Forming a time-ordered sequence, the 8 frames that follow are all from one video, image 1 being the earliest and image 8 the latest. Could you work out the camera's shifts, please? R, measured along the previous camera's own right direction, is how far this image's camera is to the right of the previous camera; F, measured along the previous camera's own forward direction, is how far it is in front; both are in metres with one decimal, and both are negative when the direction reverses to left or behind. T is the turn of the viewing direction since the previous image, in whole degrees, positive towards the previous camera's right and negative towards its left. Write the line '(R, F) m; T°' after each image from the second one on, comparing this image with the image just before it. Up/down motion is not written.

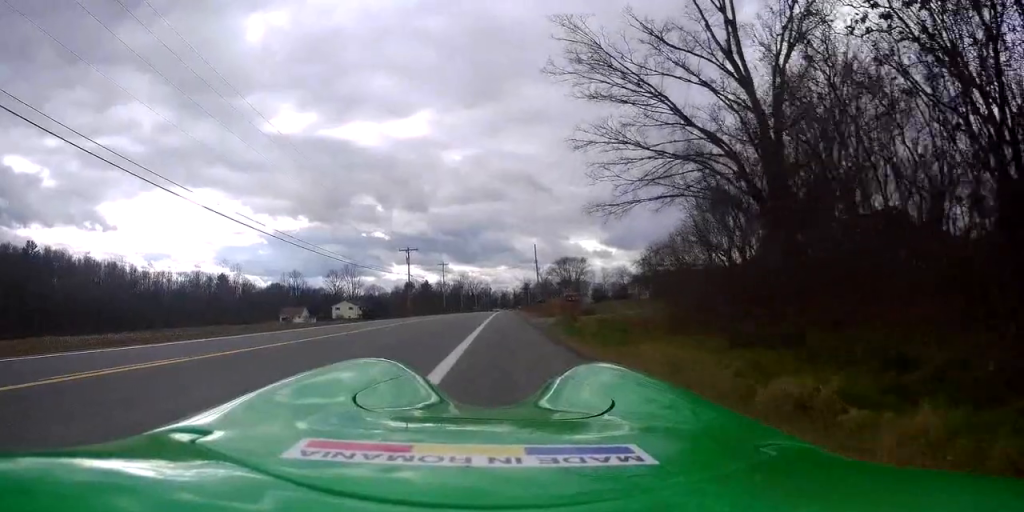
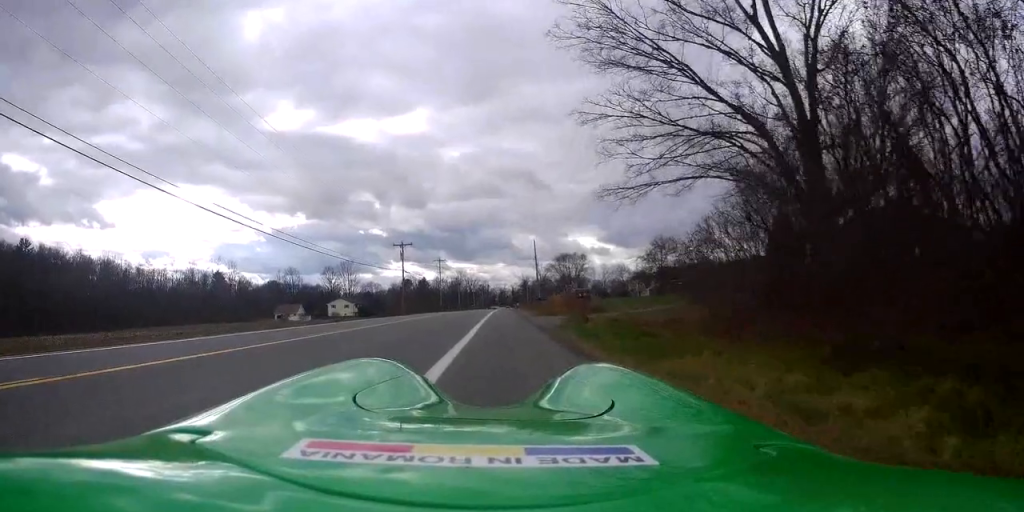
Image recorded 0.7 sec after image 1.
(0.0, +3.0) m; +1°
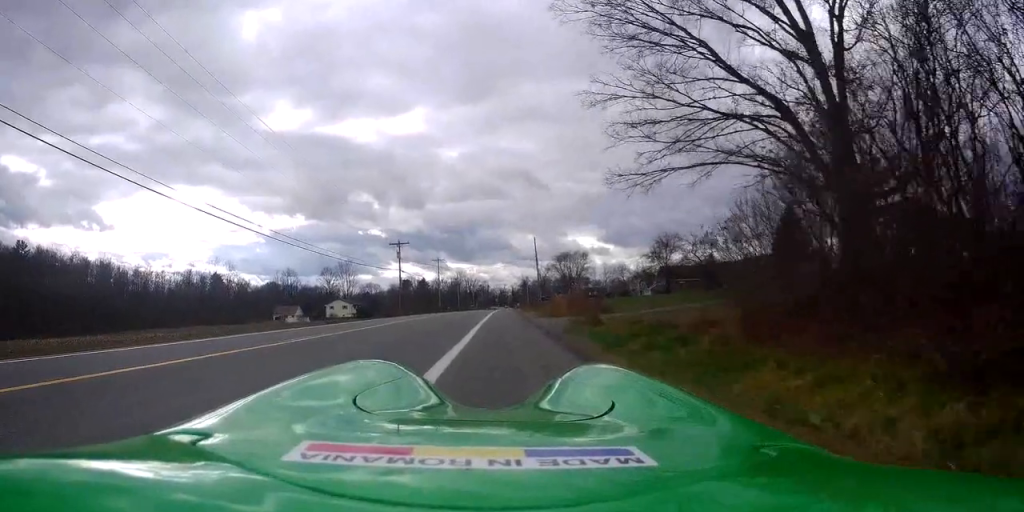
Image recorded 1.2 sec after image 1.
(0.0, +2.0) m; +1°
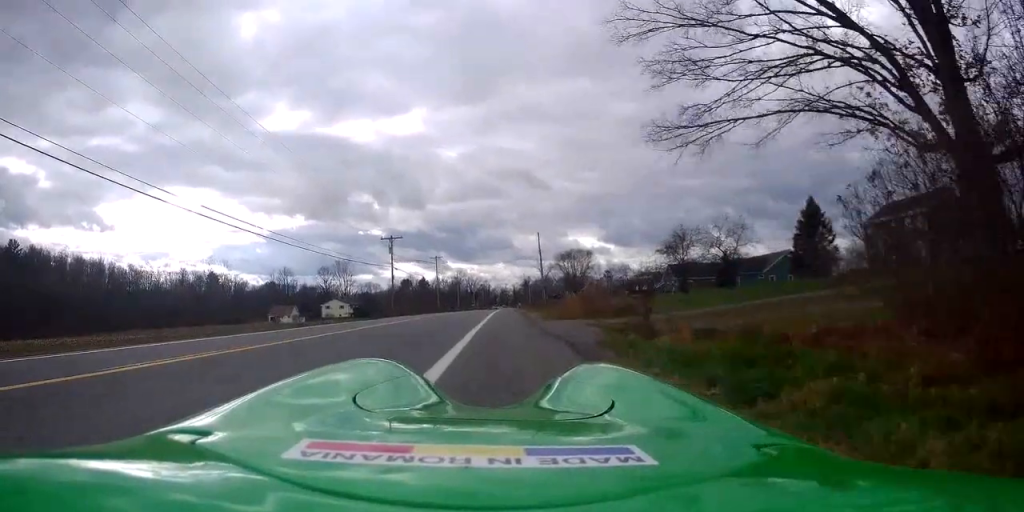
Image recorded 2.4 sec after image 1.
(0.0, +5.3) m; 0°
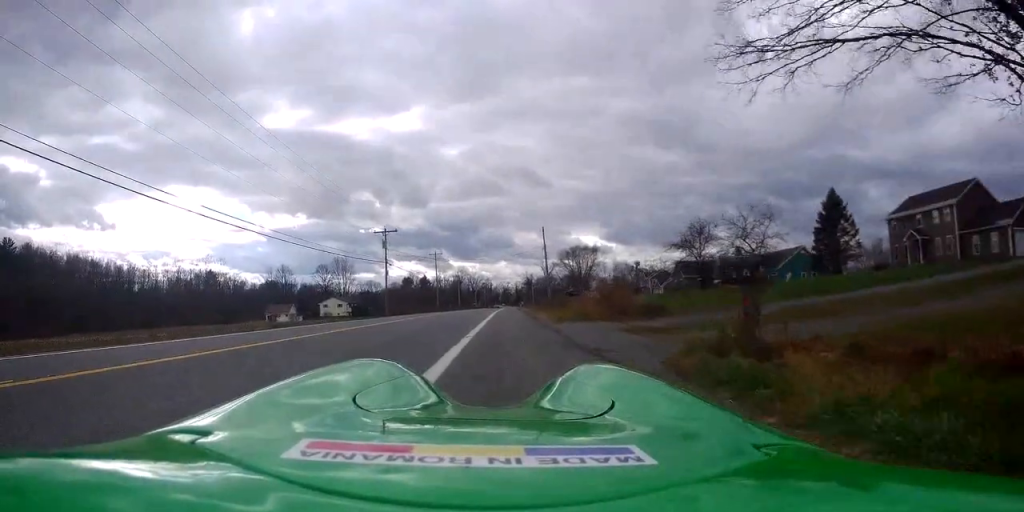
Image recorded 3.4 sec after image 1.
(0.0, +4.4) m; -3°
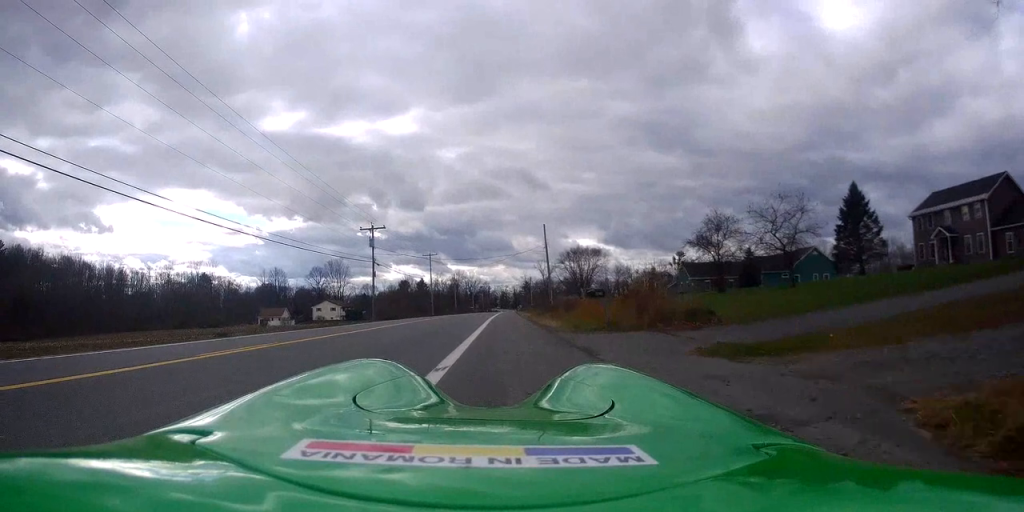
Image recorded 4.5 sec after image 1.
(-0.2, +4.9) m; -4°
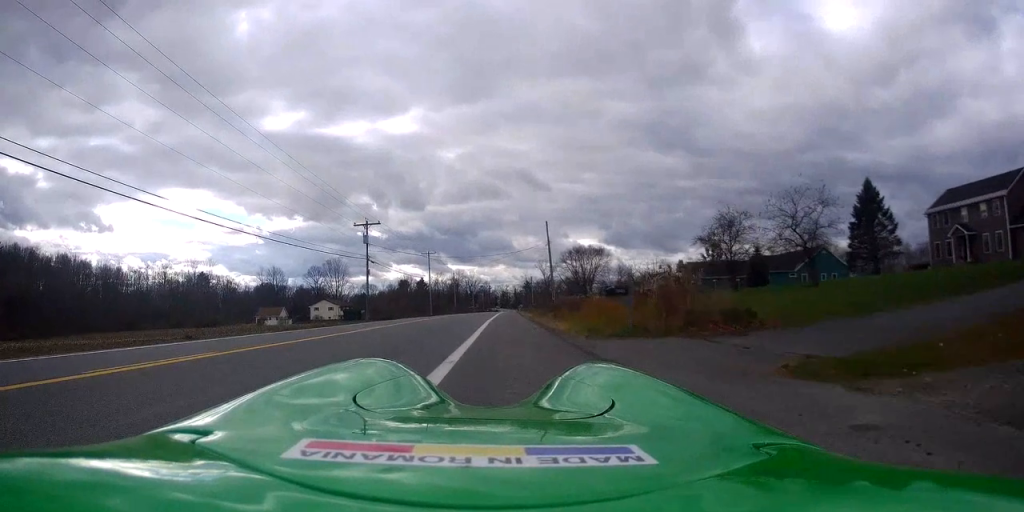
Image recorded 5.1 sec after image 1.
(-0.2, +2.6) m; +1°
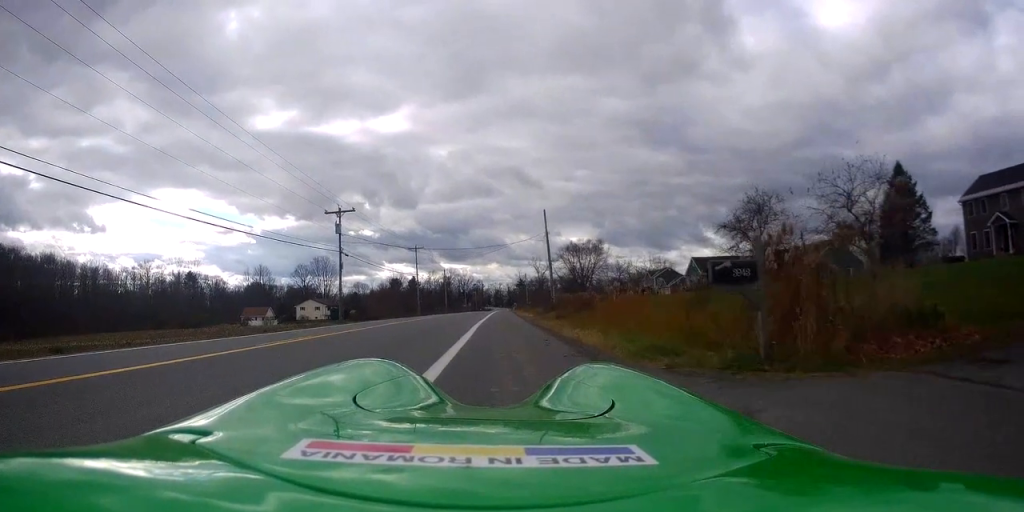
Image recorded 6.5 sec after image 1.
(+0.4, +6.4) m; +3°
